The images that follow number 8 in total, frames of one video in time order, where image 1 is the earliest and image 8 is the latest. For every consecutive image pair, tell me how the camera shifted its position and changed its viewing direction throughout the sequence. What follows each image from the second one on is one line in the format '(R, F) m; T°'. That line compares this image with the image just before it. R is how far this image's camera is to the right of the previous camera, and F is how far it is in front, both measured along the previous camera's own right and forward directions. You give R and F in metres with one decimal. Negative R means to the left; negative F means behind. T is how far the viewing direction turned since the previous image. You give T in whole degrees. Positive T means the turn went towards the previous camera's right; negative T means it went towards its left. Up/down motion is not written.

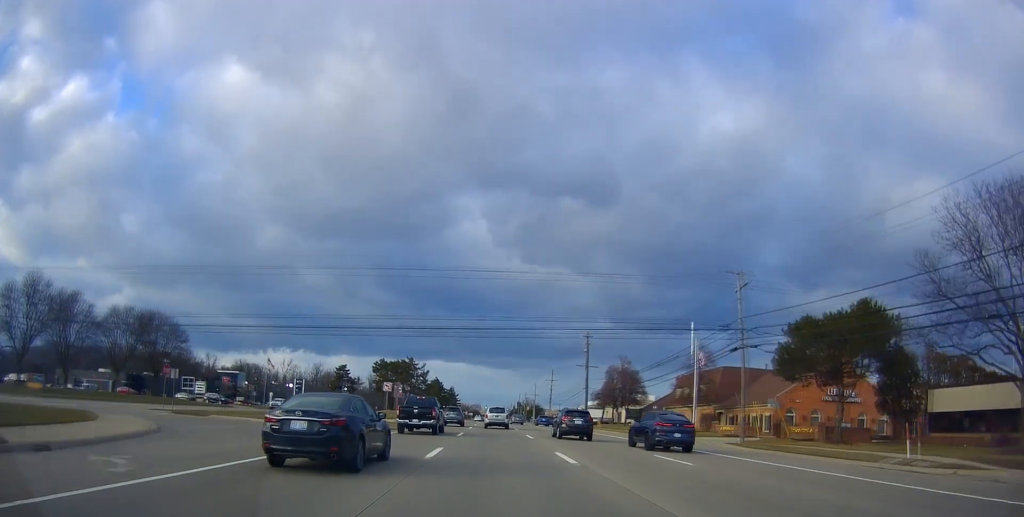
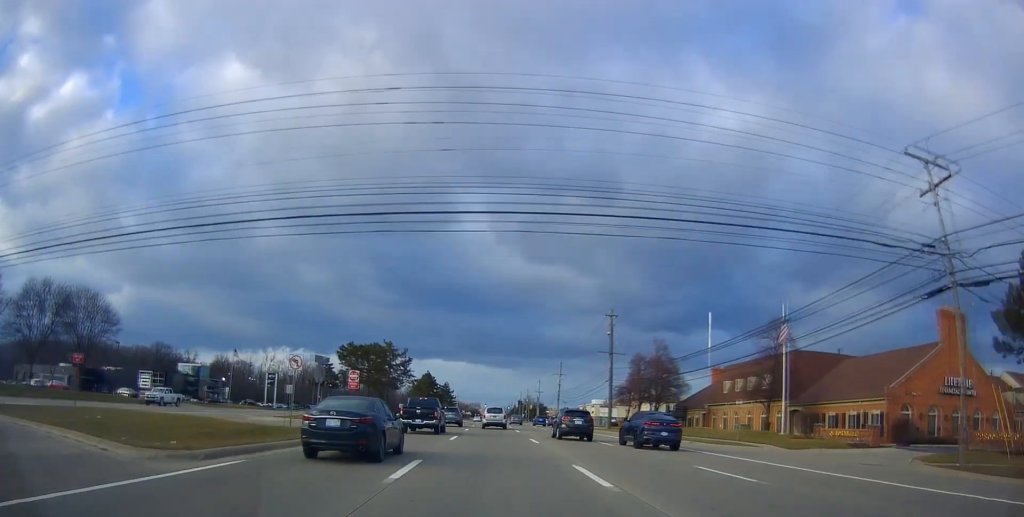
(-0.2, +20.1) m; +1°
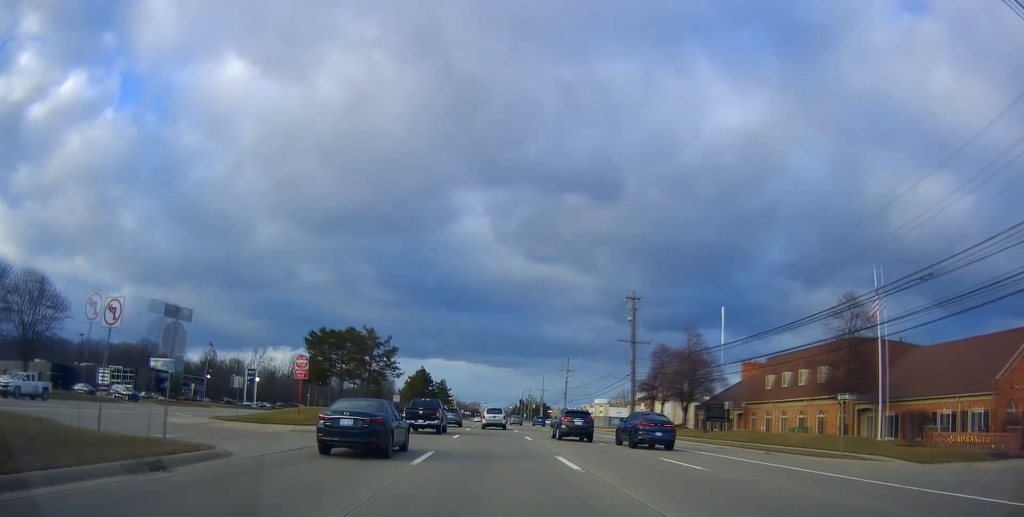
(+0.3, +12.1) m; +1°
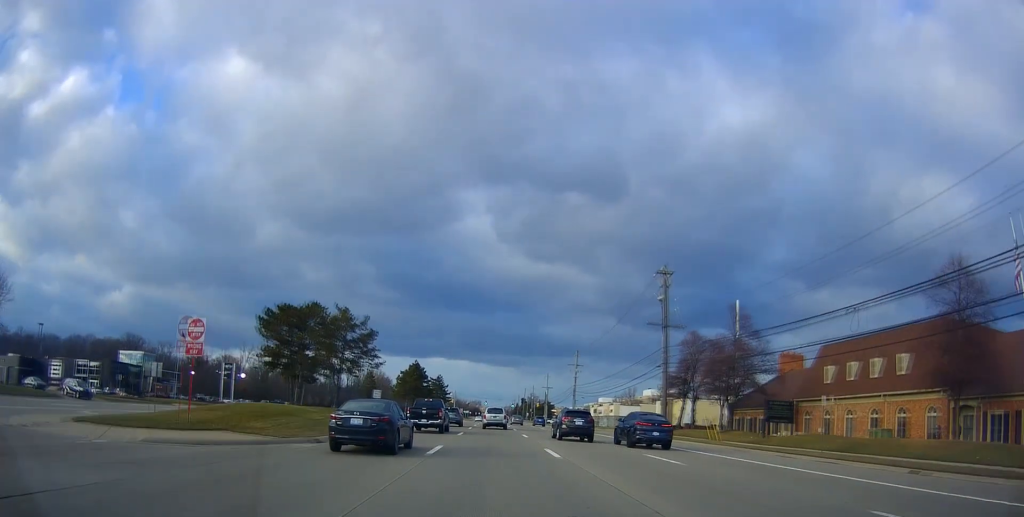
(0.0, +12.1) m; 0°
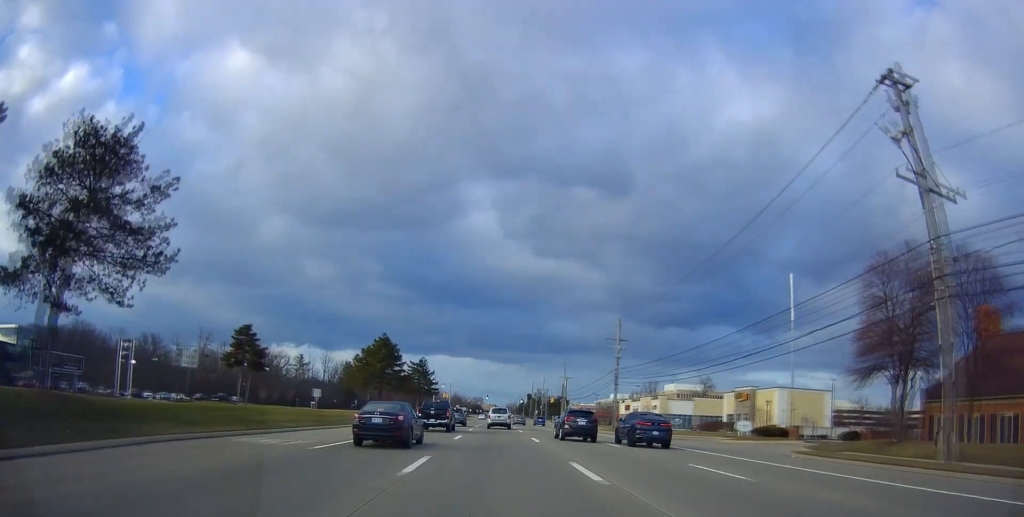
(-0.5, +36.6) m; -1°
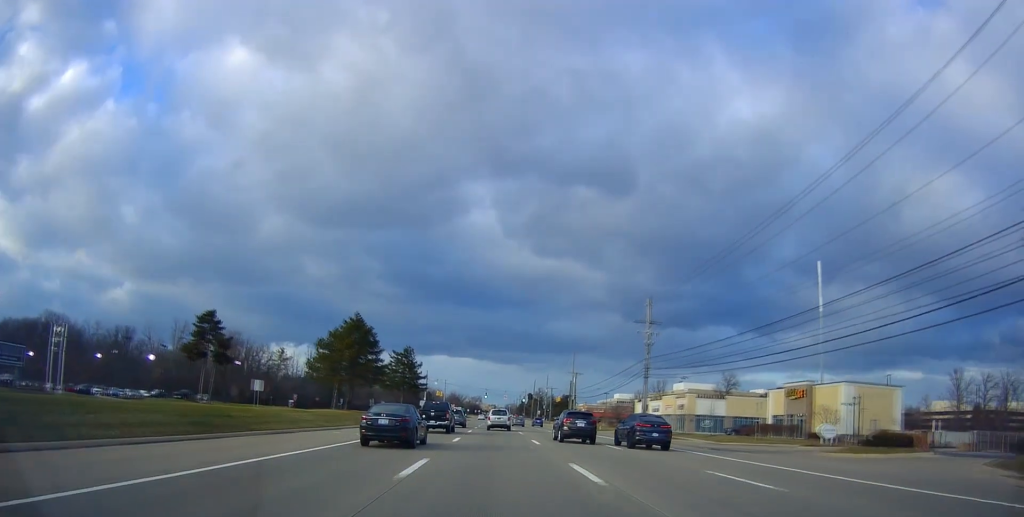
(+0.3, +15.7) m; -1°
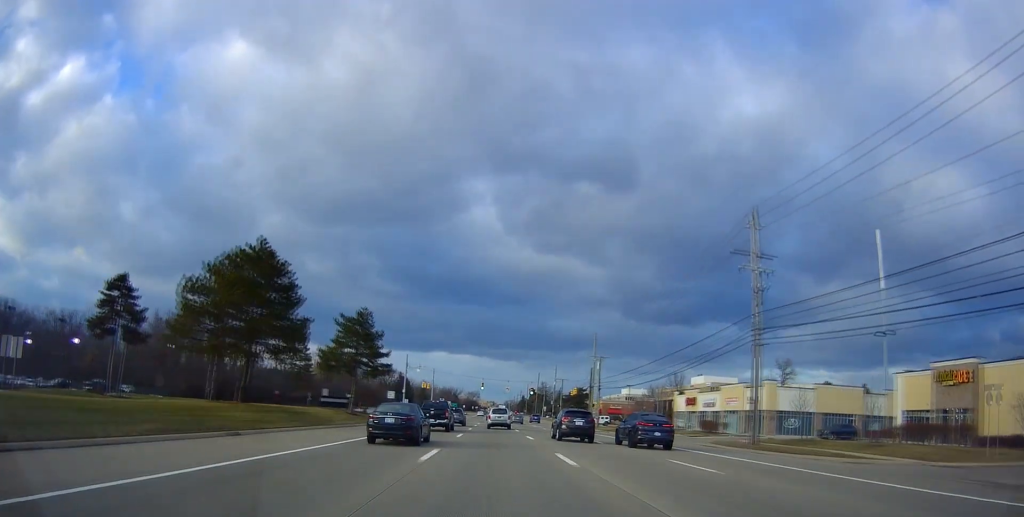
(-0.9, +27.2) m; -2°
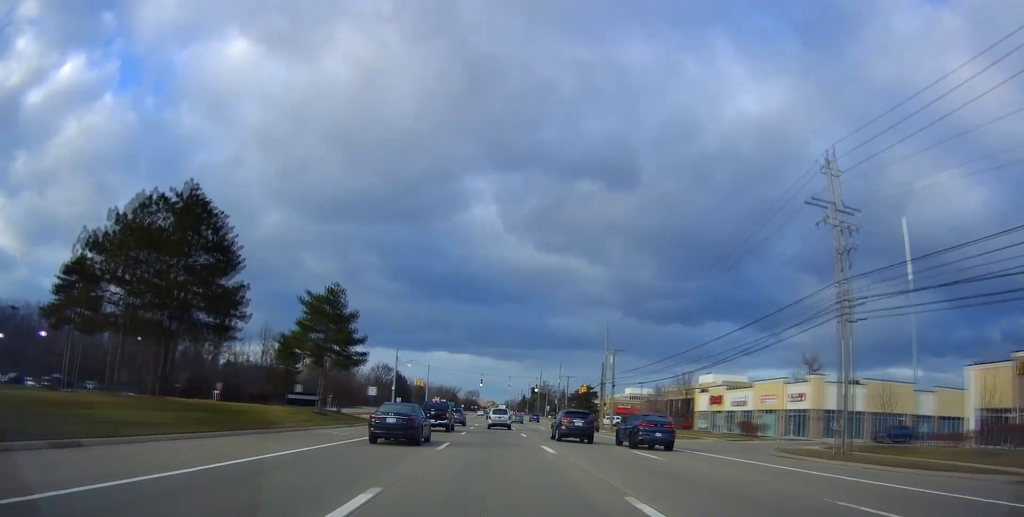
(-0.1, +10.0) m; +1°
